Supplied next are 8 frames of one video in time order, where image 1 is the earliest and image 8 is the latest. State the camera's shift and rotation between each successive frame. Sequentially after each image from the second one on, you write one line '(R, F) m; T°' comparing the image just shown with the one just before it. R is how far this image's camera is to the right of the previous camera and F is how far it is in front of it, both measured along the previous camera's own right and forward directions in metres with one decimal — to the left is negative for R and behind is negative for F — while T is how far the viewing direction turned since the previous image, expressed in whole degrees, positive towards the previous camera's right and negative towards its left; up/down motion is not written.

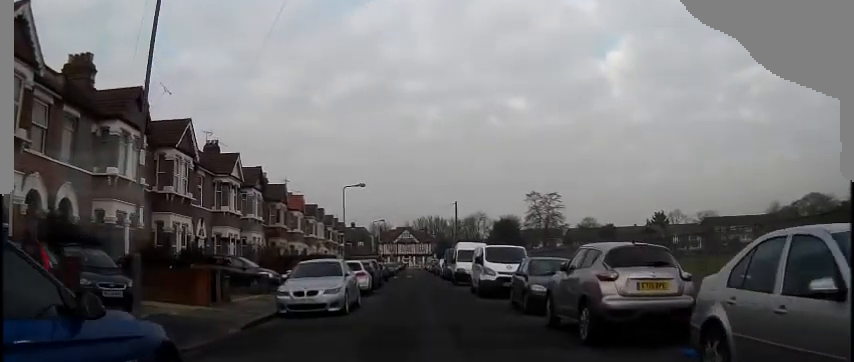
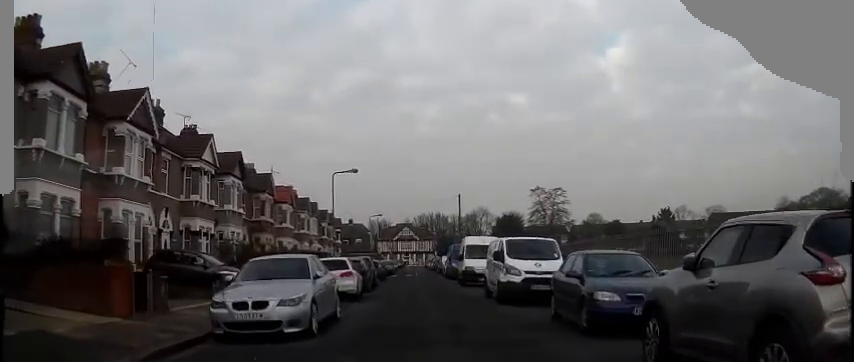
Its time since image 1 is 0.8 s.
(+0.1, +4.6) m; +2°
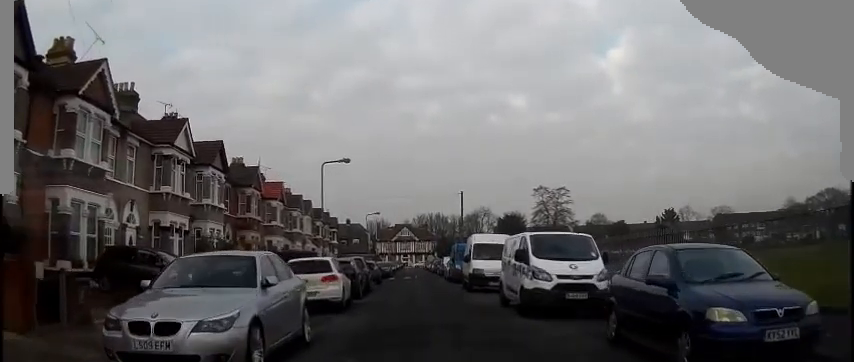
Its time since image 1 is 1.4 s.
(0.0, +3.5) m; +1°
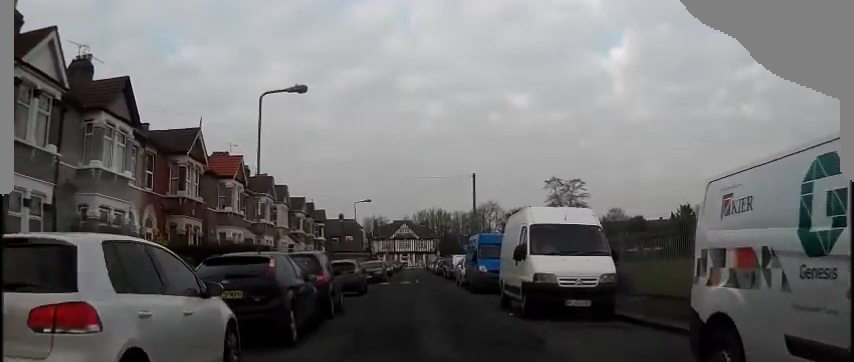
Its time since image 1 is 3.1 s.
(+0.2, +11.4) m; +1°
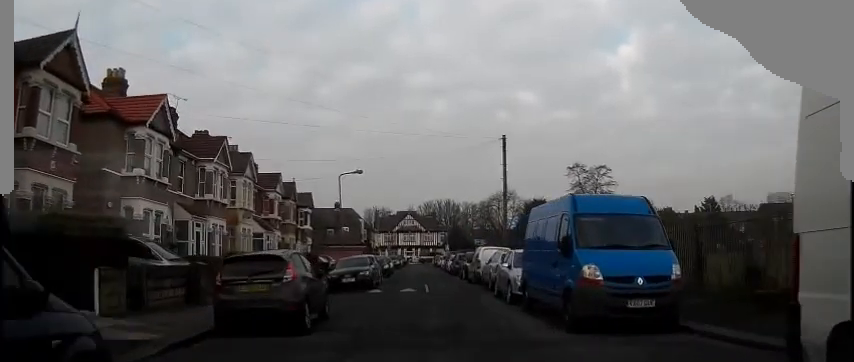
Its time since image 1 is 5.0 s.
(-0.1, +12.4) m; -1°
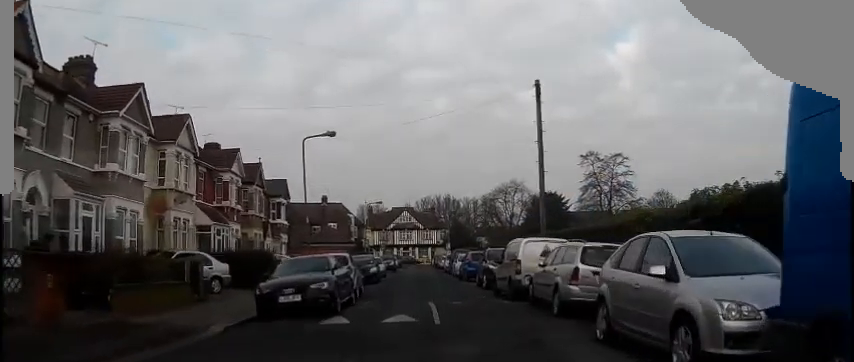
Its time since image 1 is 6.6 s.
(0.0, +10.5) m; 0°
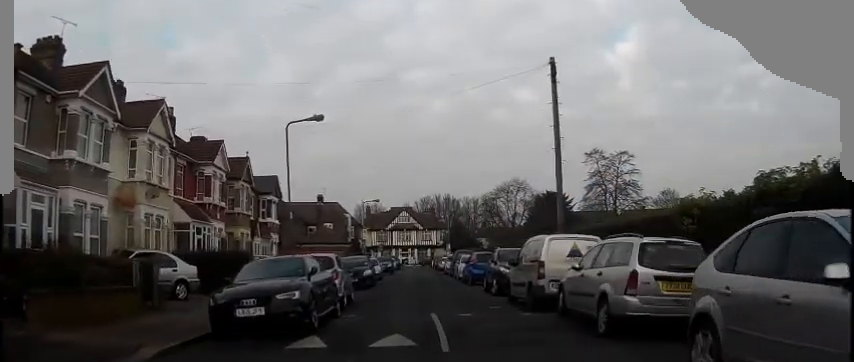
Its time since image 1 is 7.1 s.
(0.0, +3.1) m; 0°
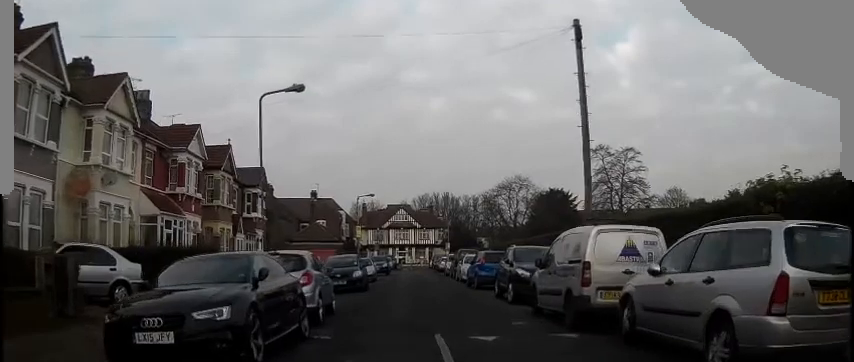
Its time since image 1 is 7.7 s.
(0.0, +3.9) m; 0°
